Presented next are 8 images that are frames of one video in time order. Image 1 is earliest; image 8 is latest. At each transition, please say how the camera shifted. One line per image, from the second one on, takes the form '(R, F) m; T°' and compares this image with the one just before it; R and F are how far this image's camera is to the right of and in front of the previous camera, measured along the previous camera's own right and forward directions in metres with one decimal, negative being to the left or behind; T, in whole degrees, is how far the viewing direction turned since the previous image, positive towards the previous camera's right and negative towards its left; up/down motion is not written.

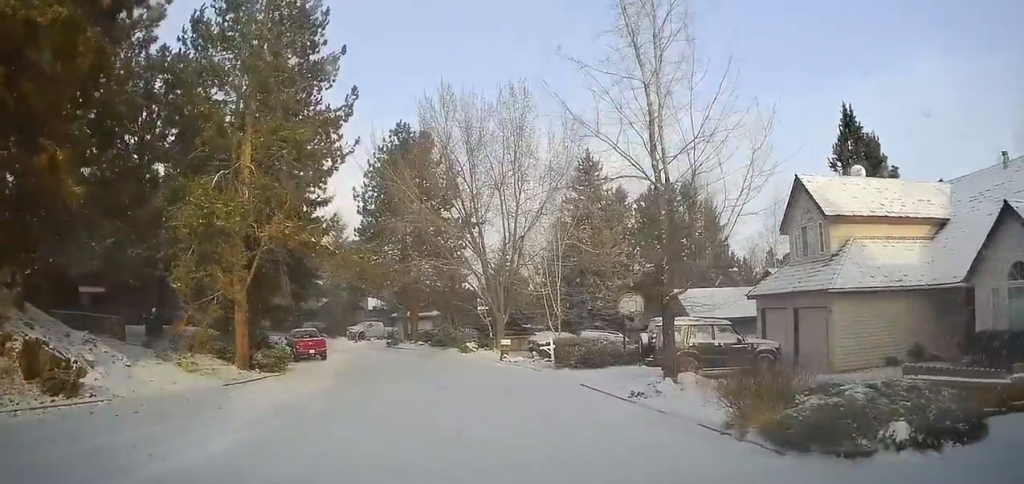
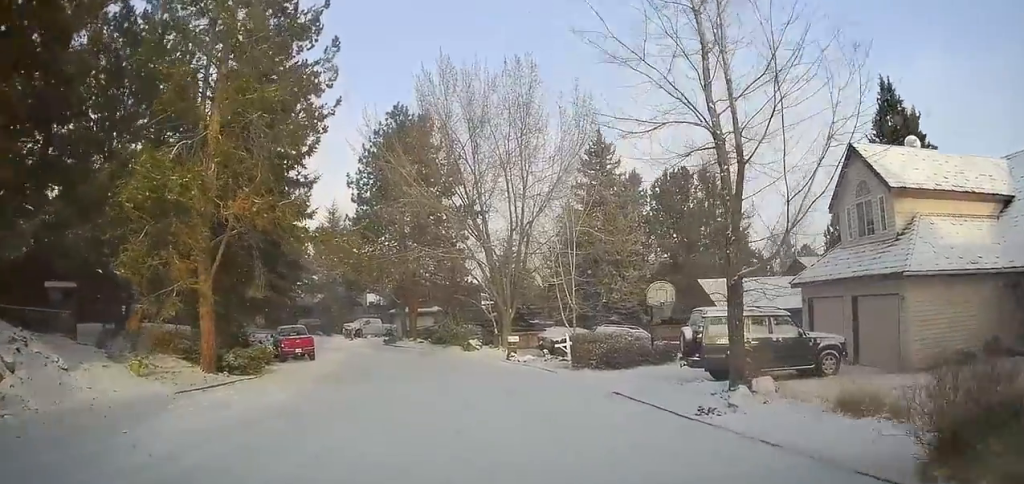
(0.0, +3.6) m; 0°
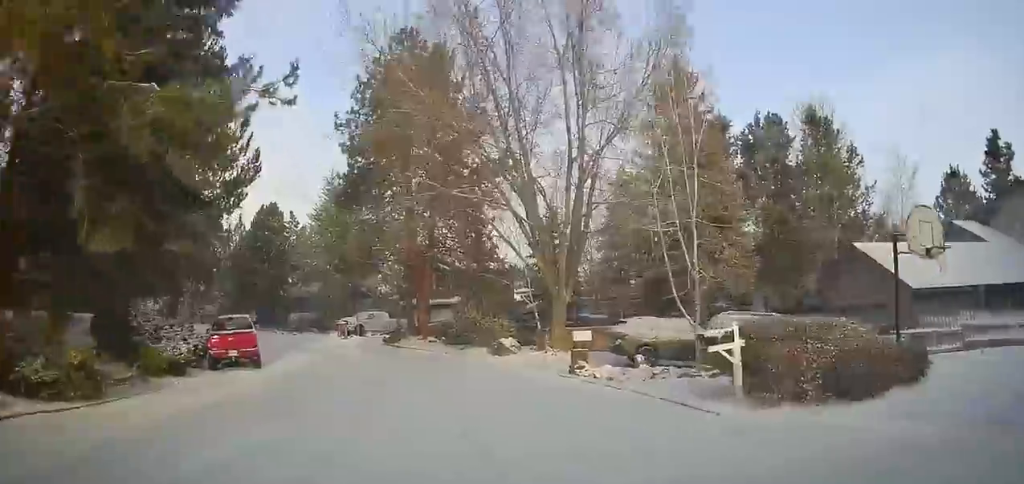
(-0.3, +12.0) m; -5°
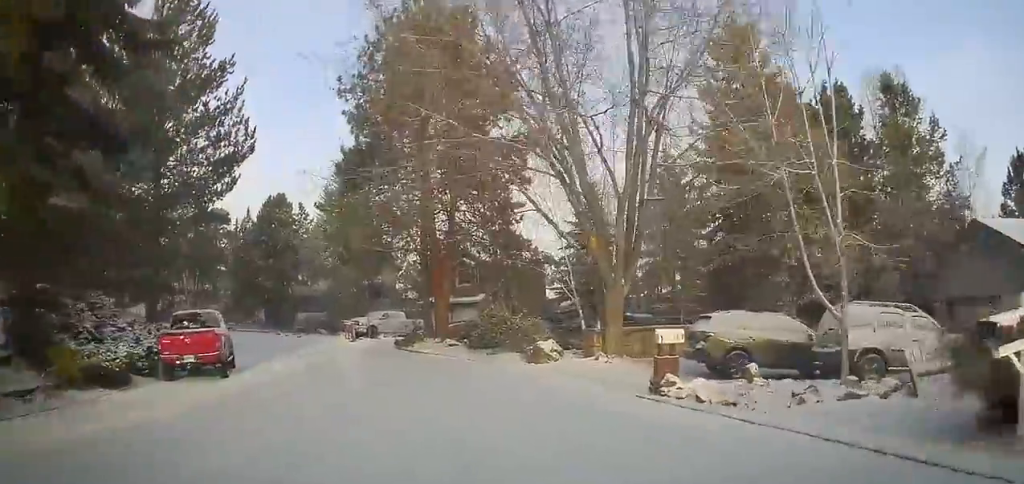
(-0.1, +5.3) m; -5°
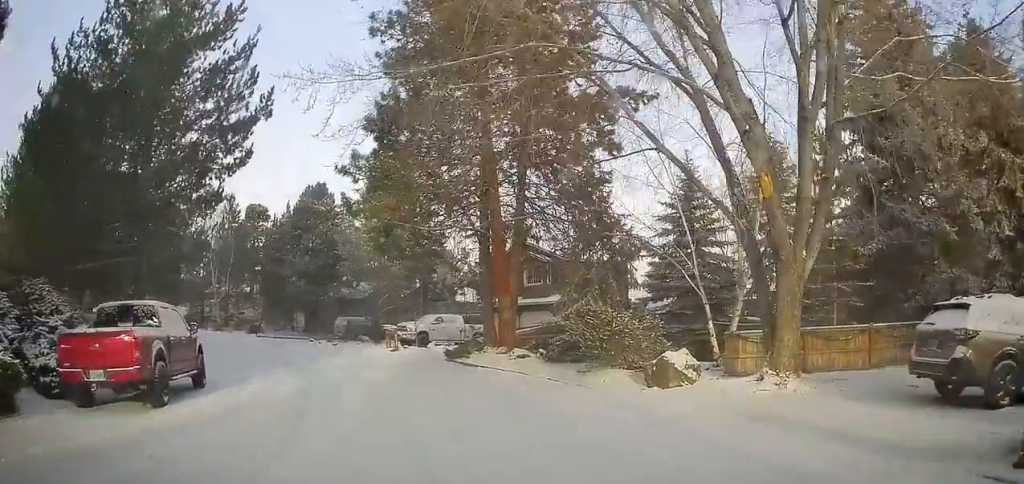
(-0.5, +7.0) m; -5°
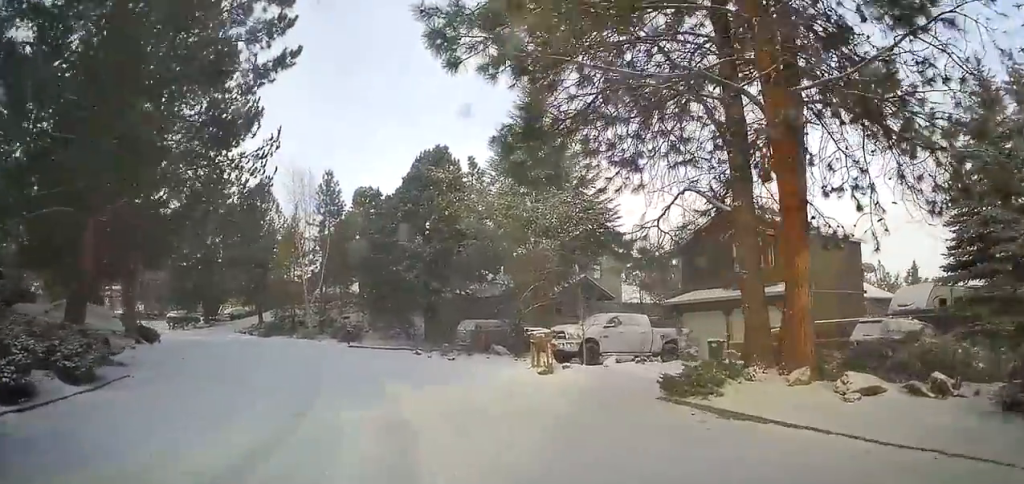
(-0.3, +12.6) m; -2°
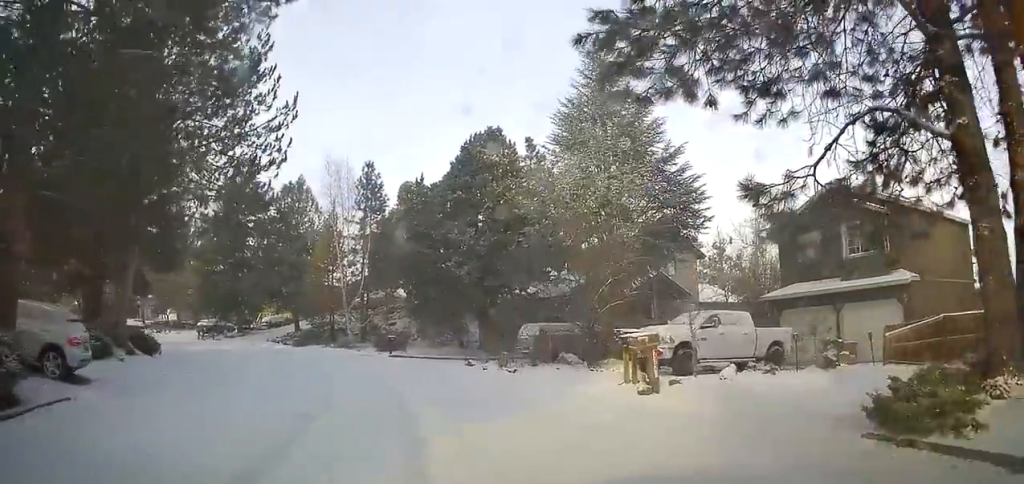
(+0.3, +4.7) m; -3°
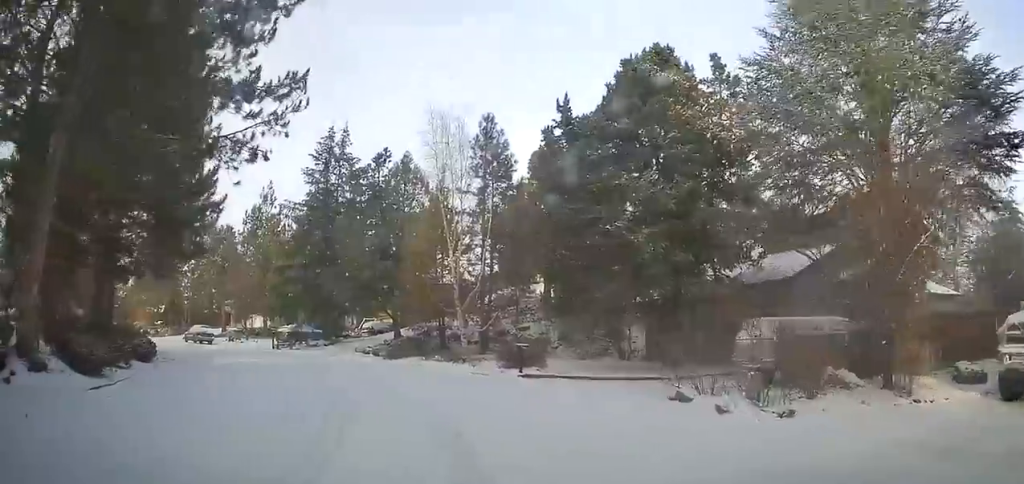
(-1.2, +11.6) m; -12°
